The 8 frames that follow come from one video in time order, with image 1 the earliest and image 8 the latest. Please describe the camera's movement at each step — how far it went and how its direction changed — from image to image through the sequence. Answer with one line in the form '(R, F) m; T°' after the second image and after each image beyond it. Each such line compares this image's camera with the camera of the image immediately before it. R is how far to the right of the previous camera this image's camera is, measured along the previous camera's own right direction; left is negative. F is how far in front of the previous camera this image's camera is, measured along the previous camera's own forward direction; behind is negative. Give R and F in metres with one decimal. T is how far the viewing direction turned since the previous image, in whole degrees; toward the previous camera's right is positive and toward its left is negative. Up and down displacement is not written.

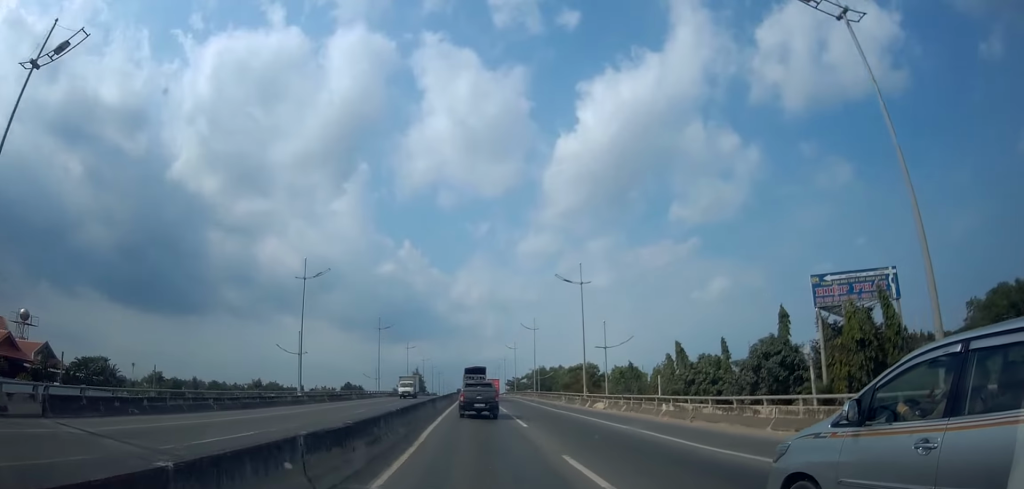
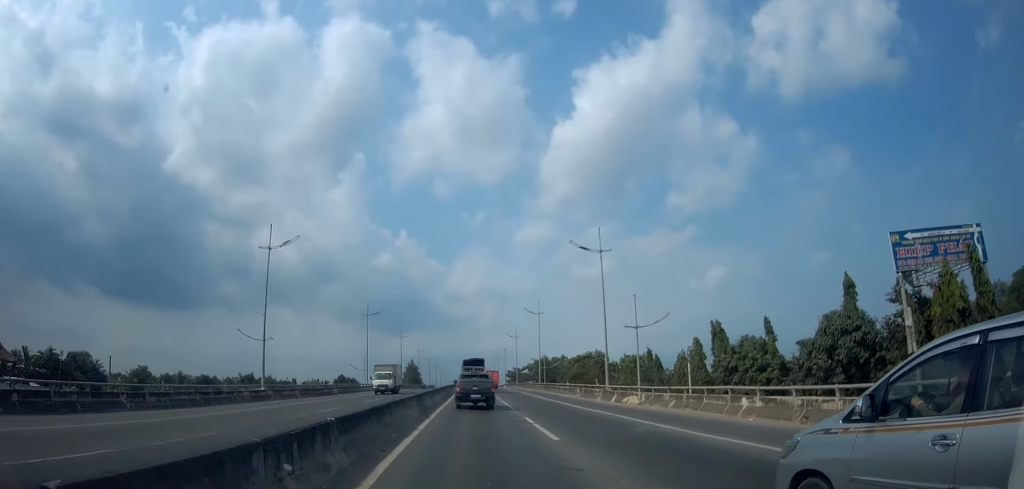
(0.0, +7.0) m; 0°
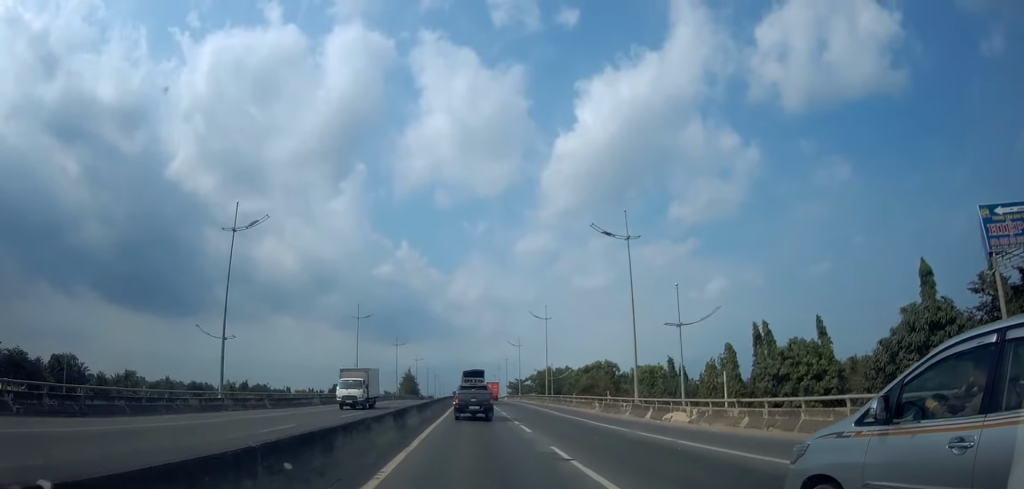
(+0.4, +6.5) m; 0°
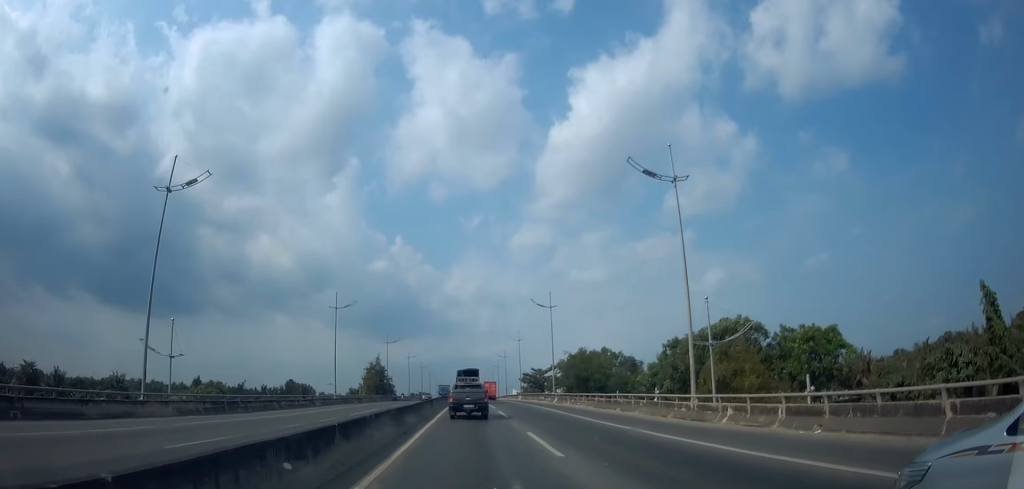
(+0.9, +41.5) m; +3°
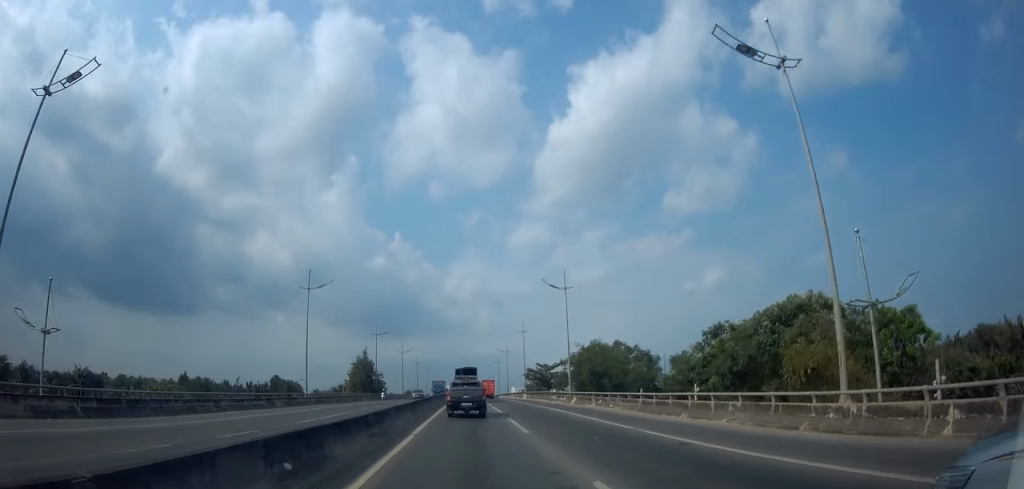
(0.0, +9.1) m; 0°
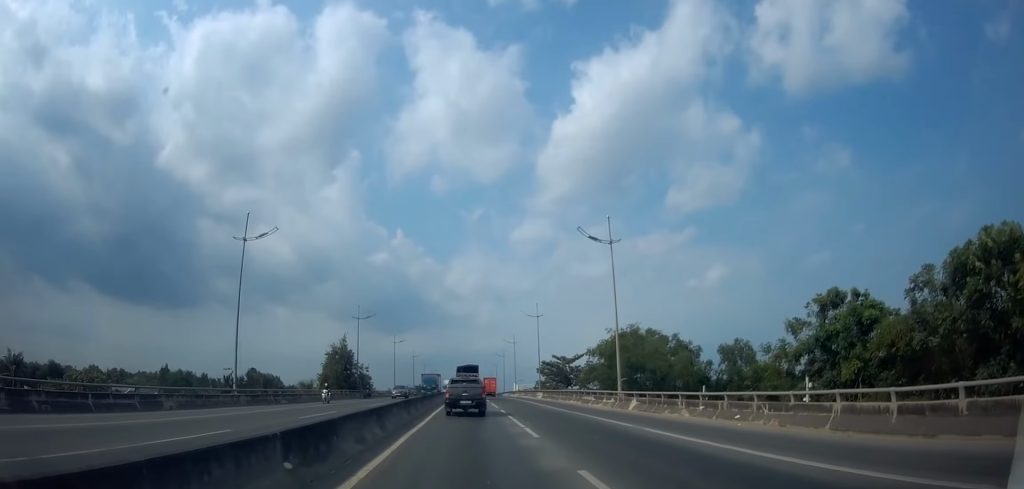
(0.0, +13.9) m; -2°
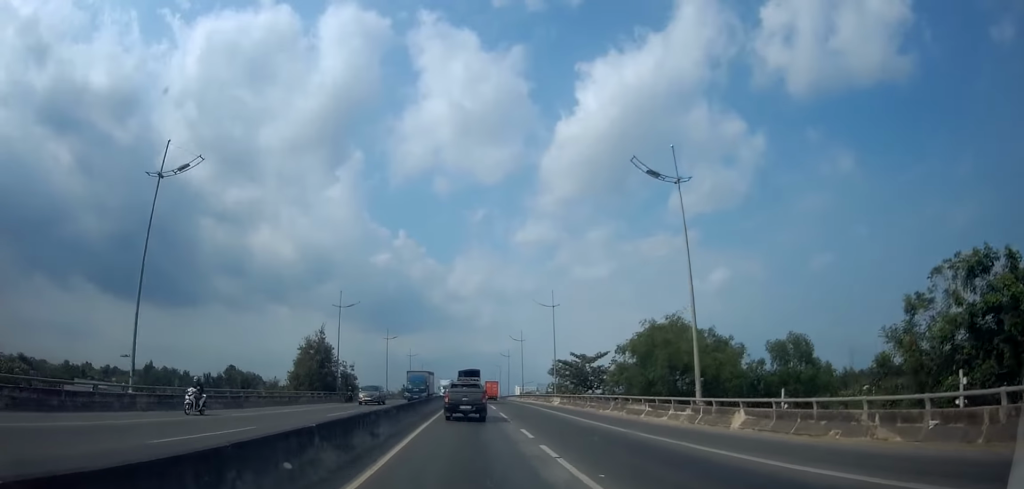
(-0.1, +10.4) m; -1°
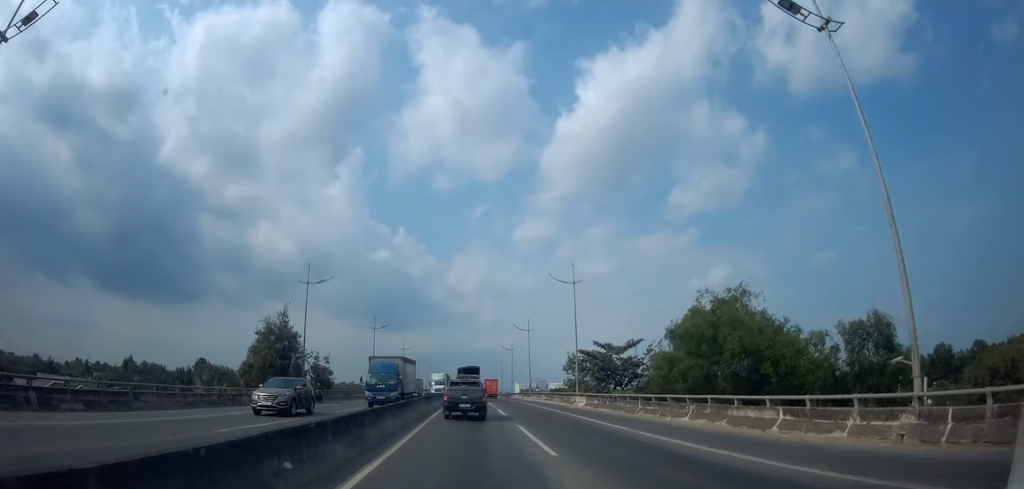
(-0.5, +11.2) m; 0°
